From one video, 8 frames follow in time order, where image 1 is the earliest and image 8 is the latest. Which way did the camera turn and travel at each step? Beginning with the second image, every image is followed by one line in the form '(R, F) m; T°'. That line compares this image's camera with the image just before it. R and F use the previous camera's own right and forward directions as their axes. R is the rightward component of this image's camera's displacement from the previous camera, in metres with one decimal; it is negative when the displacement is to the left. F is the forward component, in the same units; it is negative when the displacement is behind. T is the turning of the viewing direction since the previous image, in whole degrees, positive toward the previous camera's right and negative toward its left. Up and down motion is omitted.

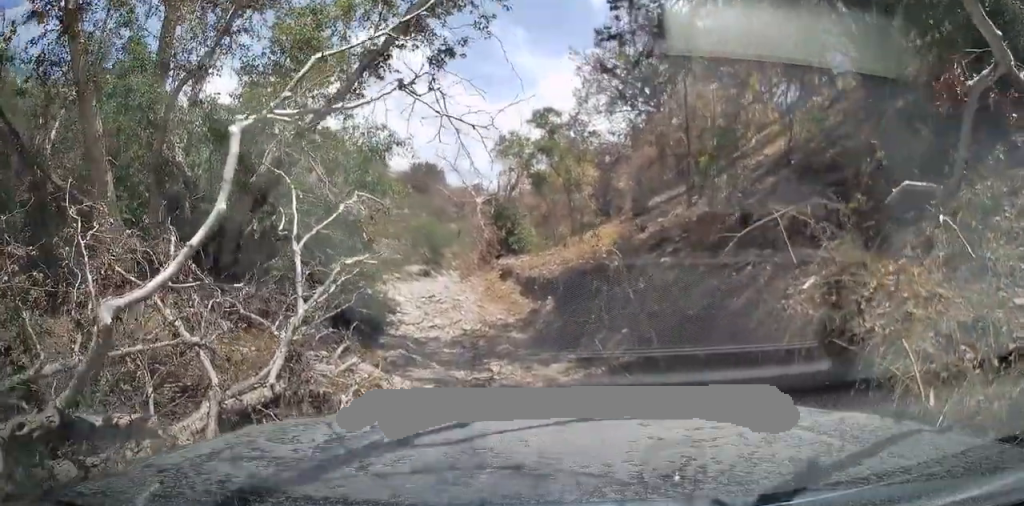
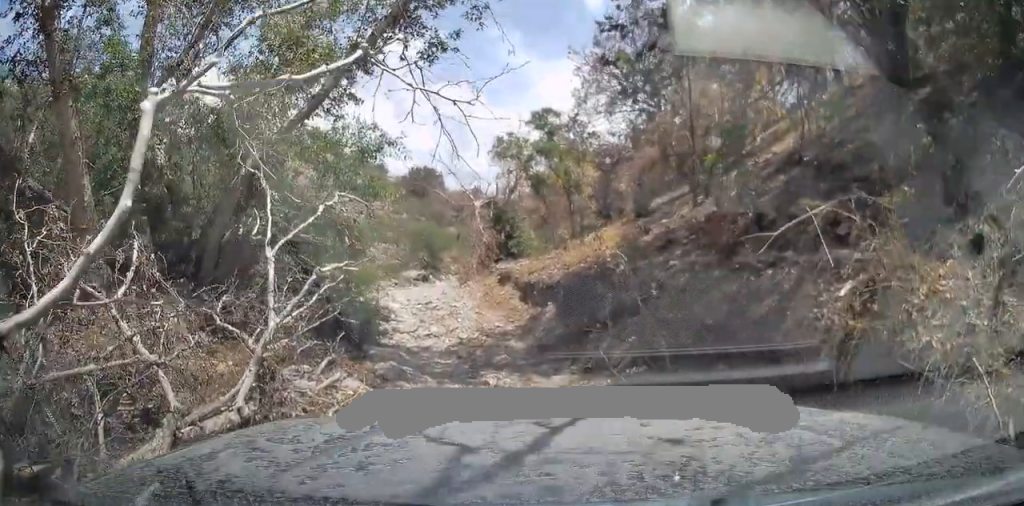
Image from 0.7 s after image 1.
(+0.1, +0.6) m; 0°
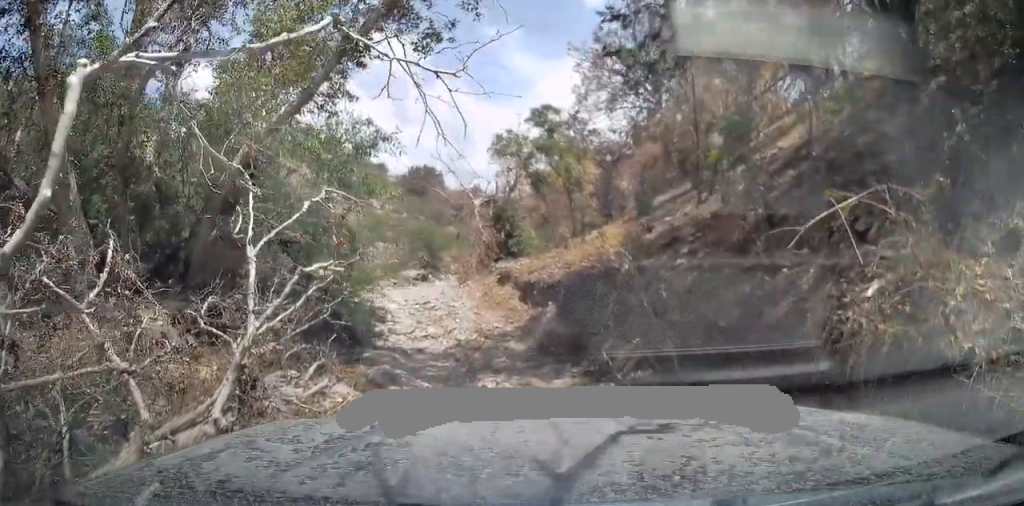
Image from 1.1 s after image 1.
(0.0, +0.3) m; 0°
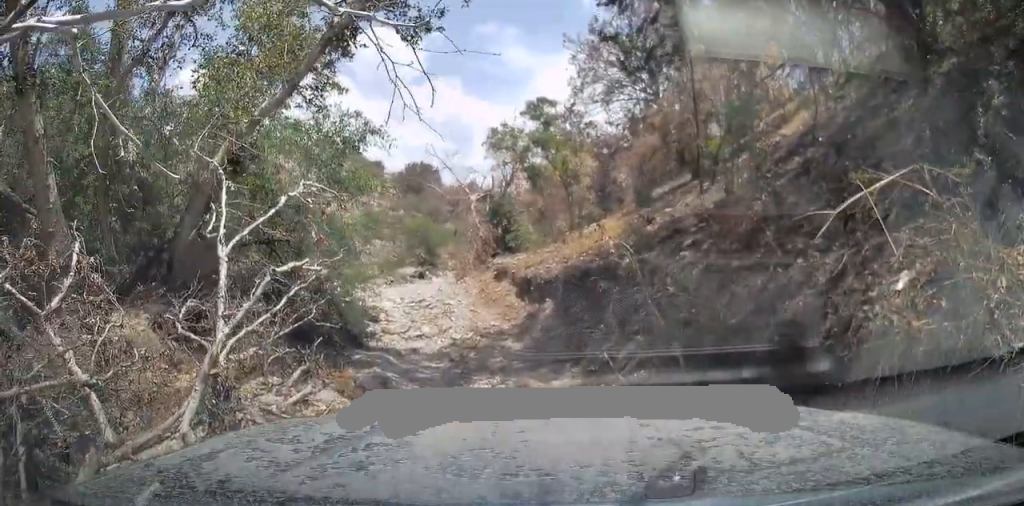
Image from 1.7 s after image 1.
(0.0, +0.3) m; 0°
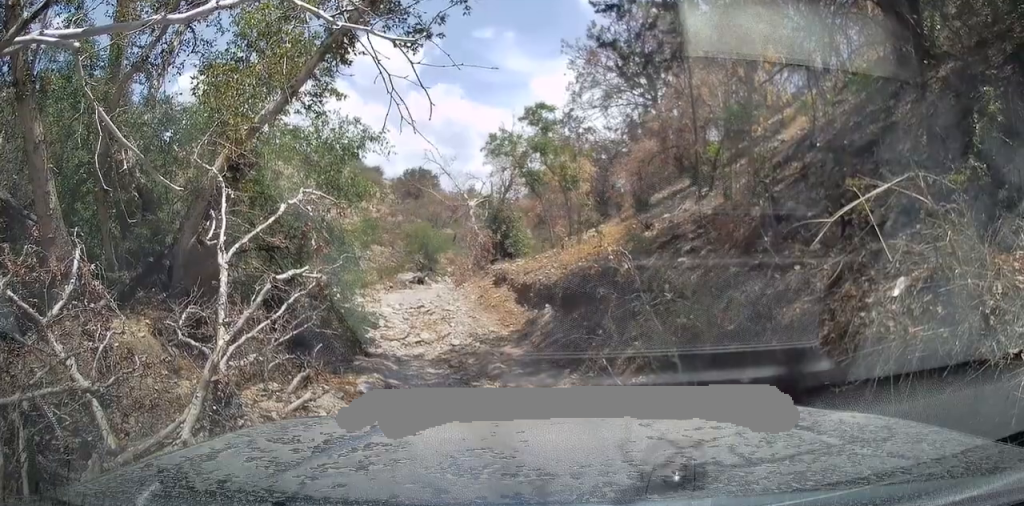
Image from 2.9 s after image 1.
(+0.2, +0.2) m; 0°
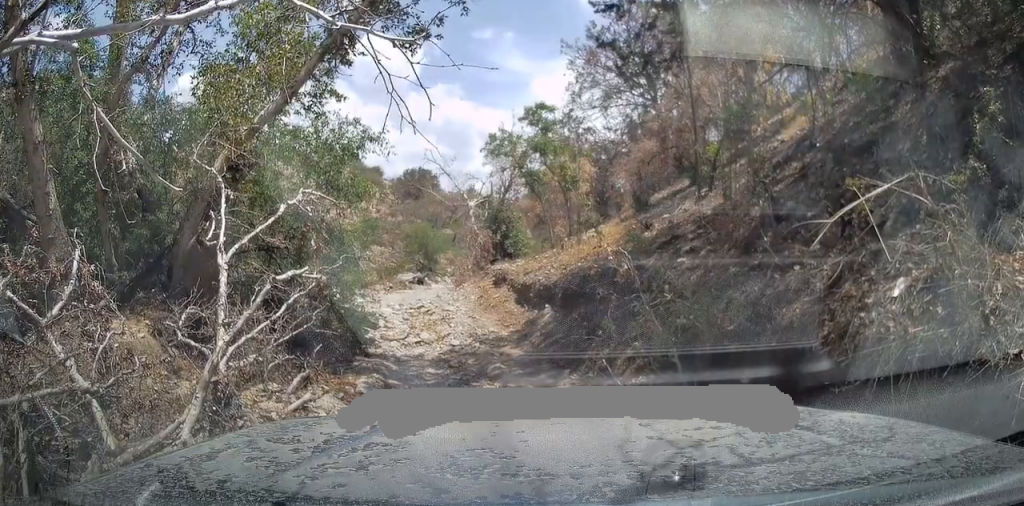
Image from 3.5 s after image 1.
(+0.1, 0.0) m; 0°
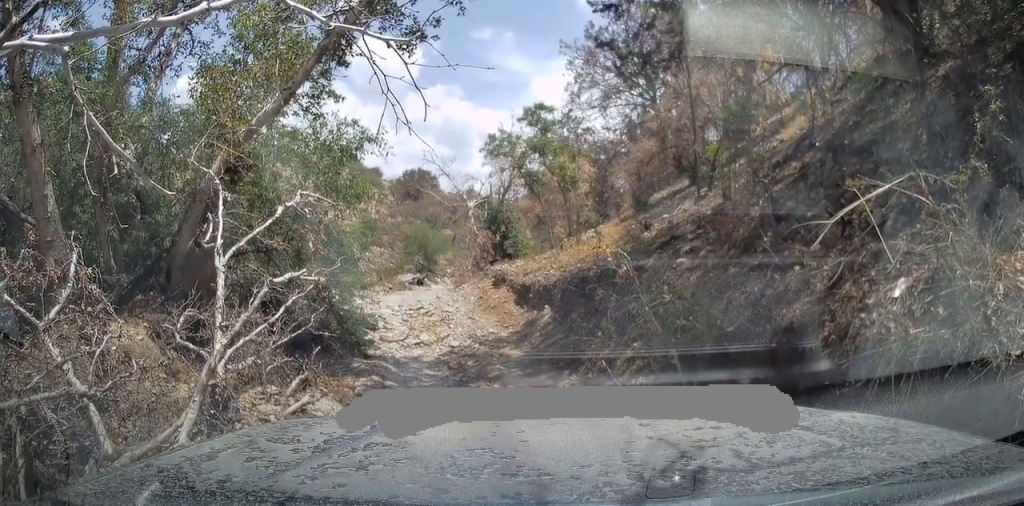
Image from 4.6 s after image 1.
(0.0, 0.0) m; 0°
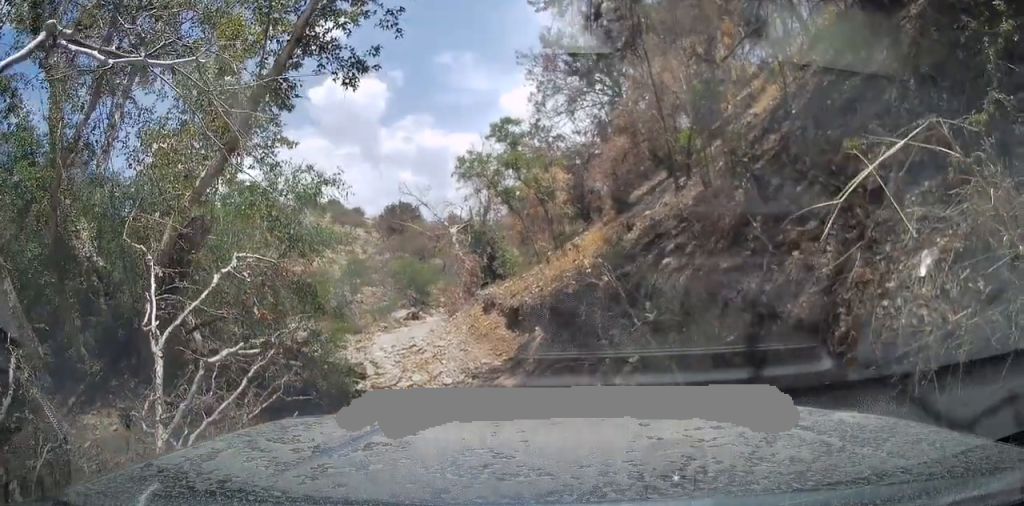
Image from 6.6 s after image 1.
(0.0, +0.3) m; 0°
